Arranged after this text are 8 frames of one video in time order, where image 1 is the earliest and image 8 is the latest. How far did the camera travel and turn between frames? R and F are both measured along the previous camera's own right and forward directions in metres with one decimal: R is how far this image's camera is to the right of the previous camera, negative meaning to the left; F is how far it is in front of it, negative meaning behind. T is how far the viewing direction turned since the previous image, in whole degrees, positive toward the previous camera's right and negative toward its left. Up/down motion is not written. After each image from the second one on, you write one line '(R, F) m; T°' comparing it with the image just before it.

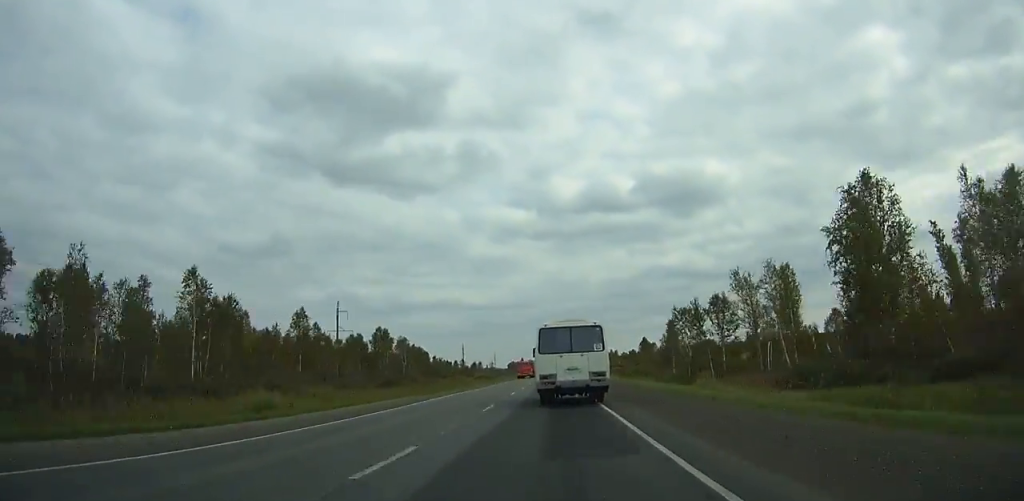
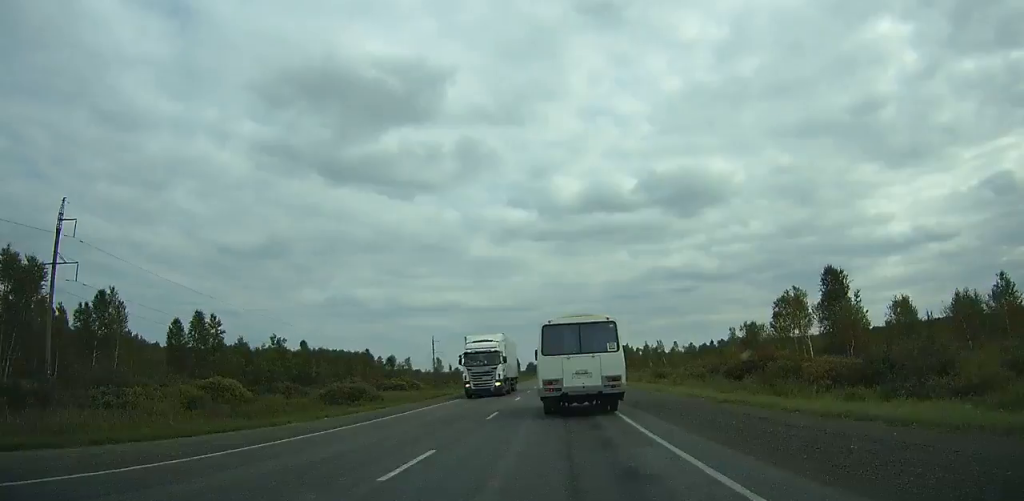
(+0.1, +105.5) m; 0°
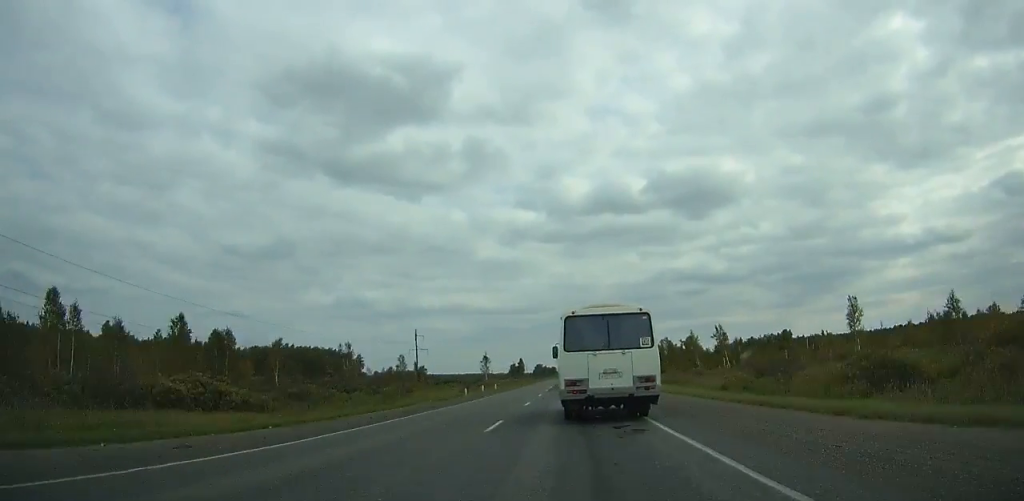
(-0.2, +53.1) m; 0°
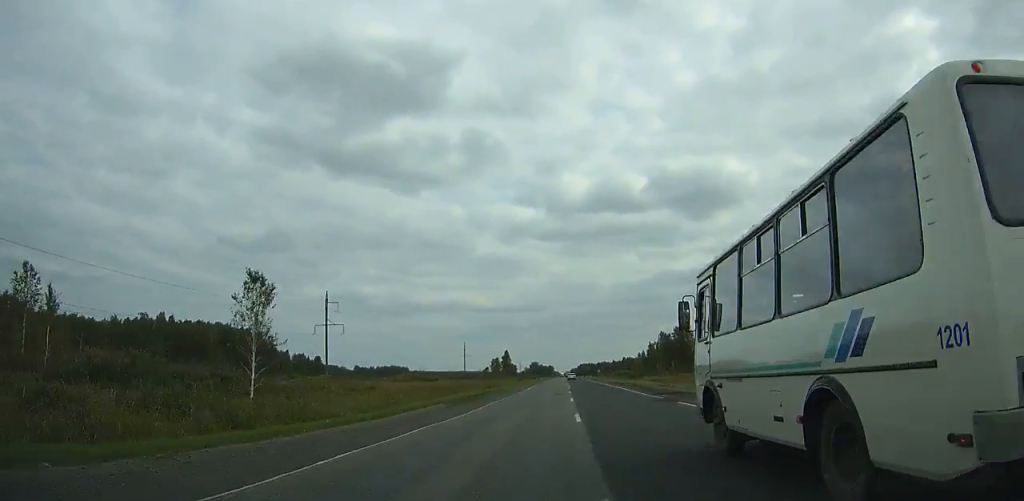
(-0.2, +93.5) m; 0°
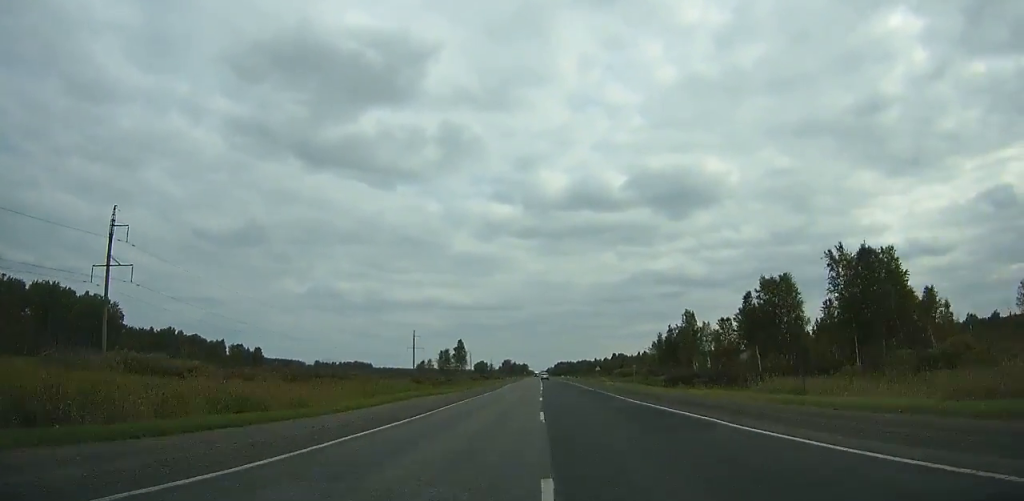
(+0.3, +67.0) m; +1°
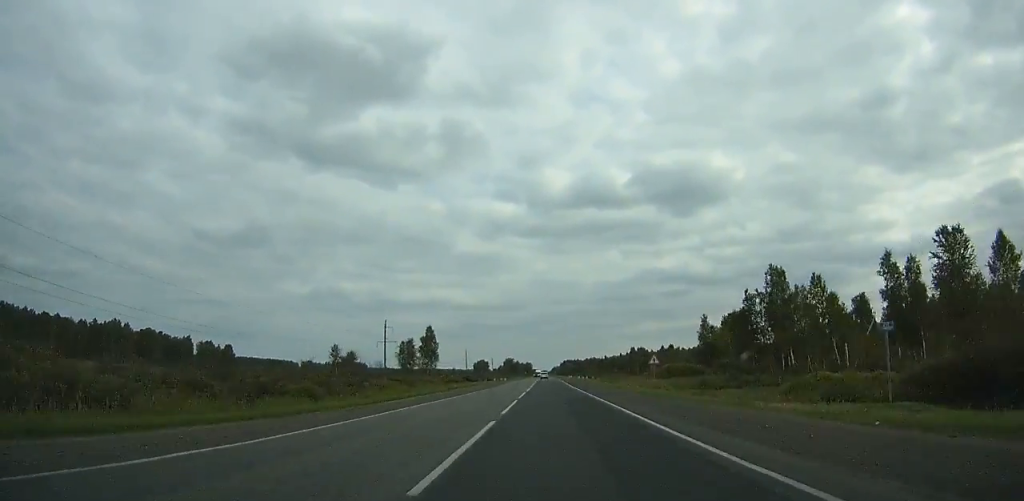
(+0.8, +50.4) m; +1°
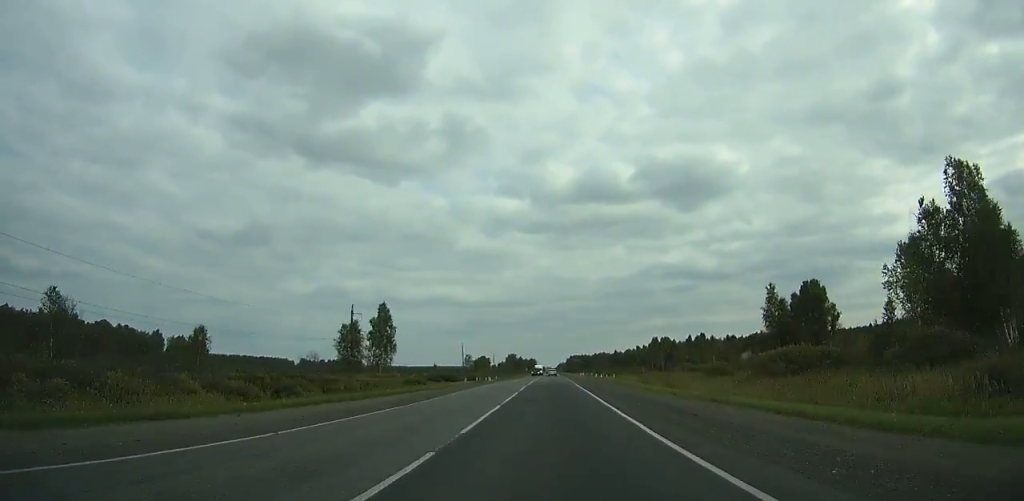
(0.0, +41.1) m; 0°
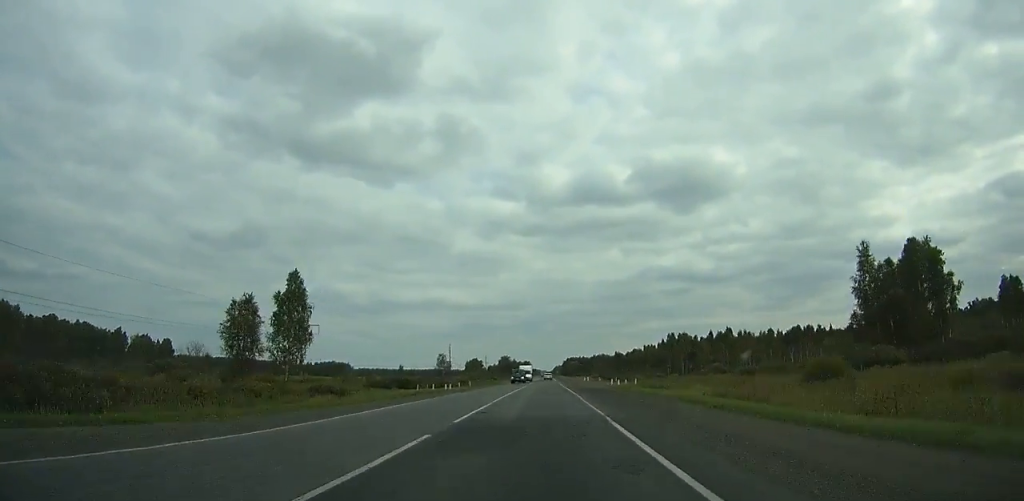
(-0.1, +34.1) m; 0°
